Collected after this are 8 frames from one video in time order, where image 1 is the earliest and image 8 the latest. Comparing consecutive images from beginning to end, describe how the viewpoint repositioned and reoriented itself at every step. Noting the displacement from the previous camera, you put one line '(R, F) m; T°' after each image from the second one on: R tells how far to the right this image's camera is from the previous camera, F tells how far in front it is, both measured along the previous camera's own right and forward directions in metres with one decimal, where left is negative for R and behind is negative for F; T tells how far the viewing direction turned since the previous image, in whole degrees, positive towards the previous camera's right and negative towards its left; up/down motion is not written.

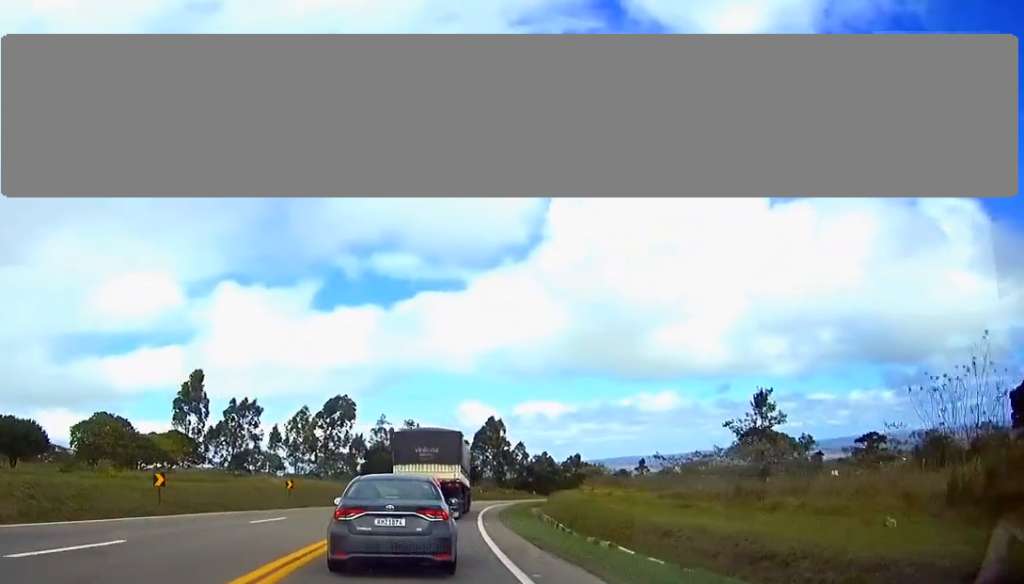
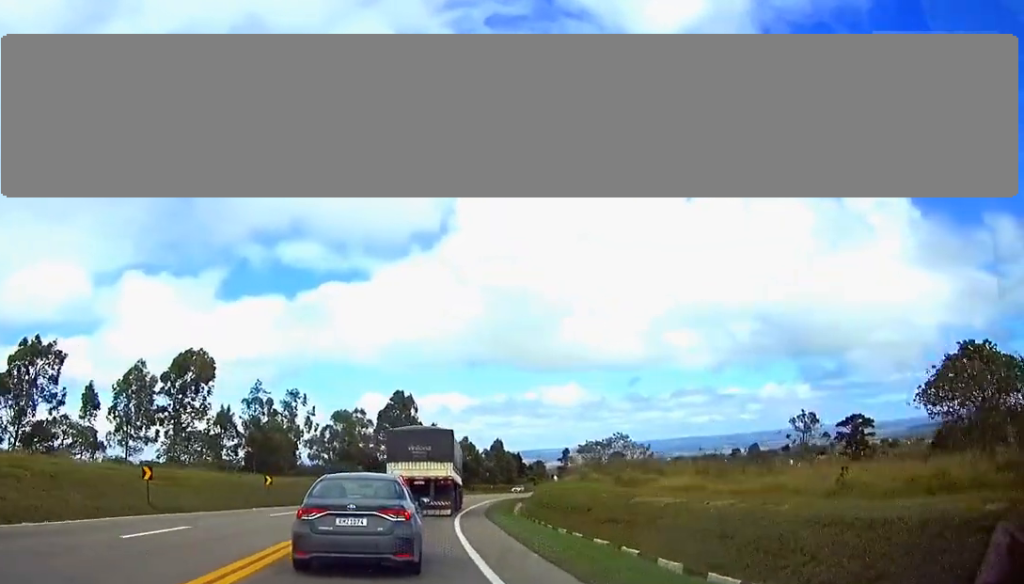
(+2.8, +39.3) m; +8°
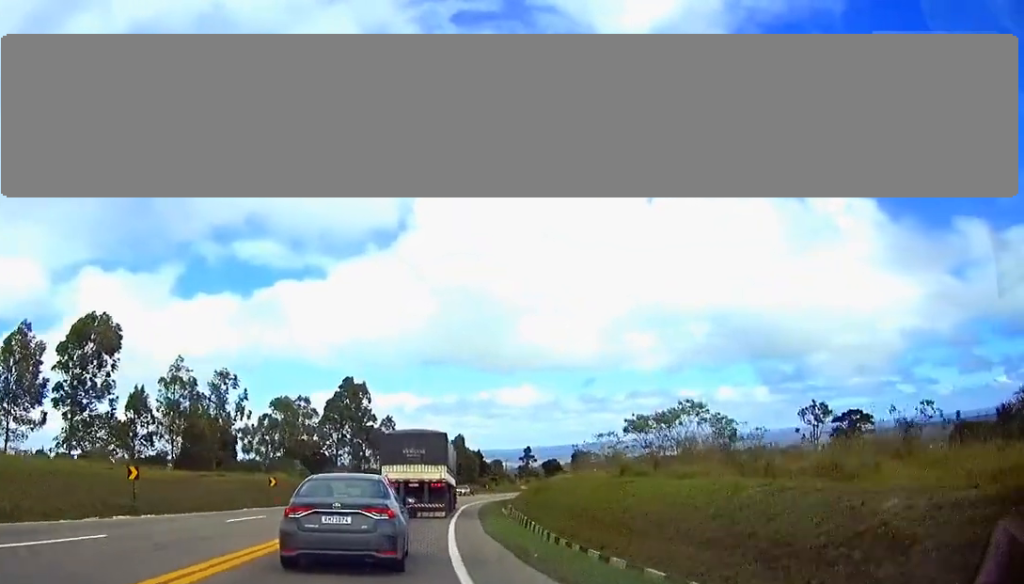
(+0.5, +19.0) m; +3°
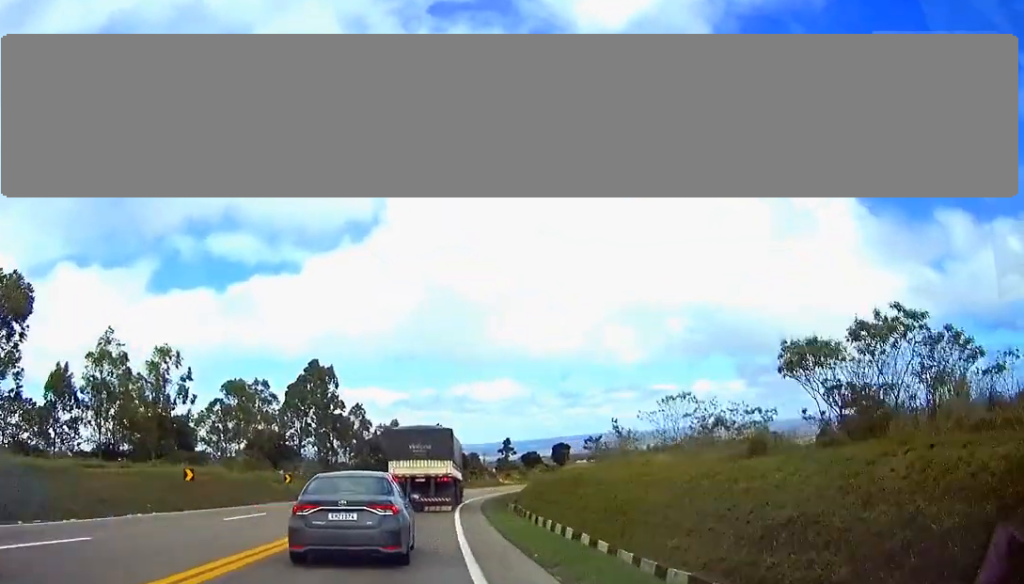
(+0.4, +15.6) m; +2°
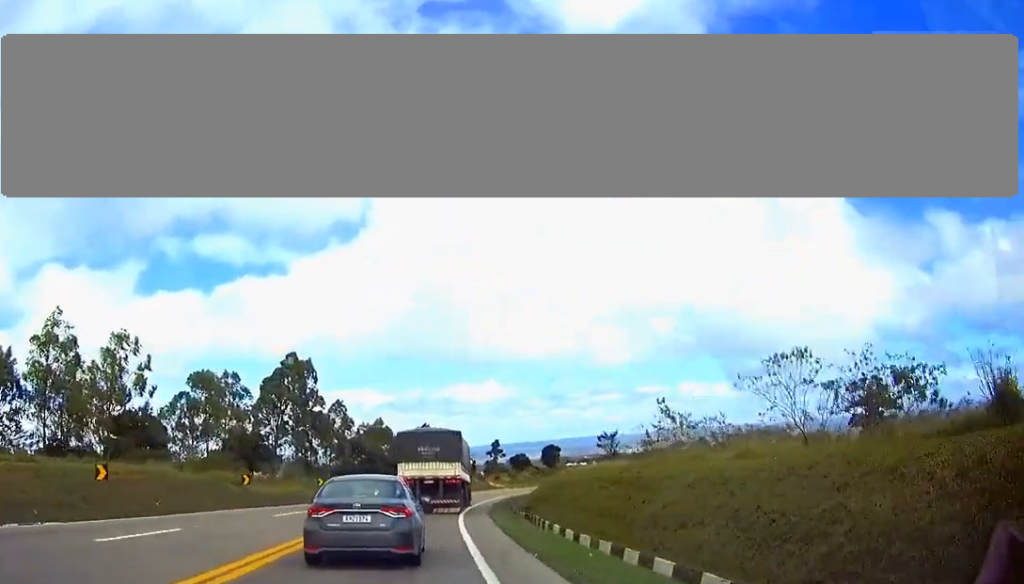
(+0.1, +10.0) m; +1°
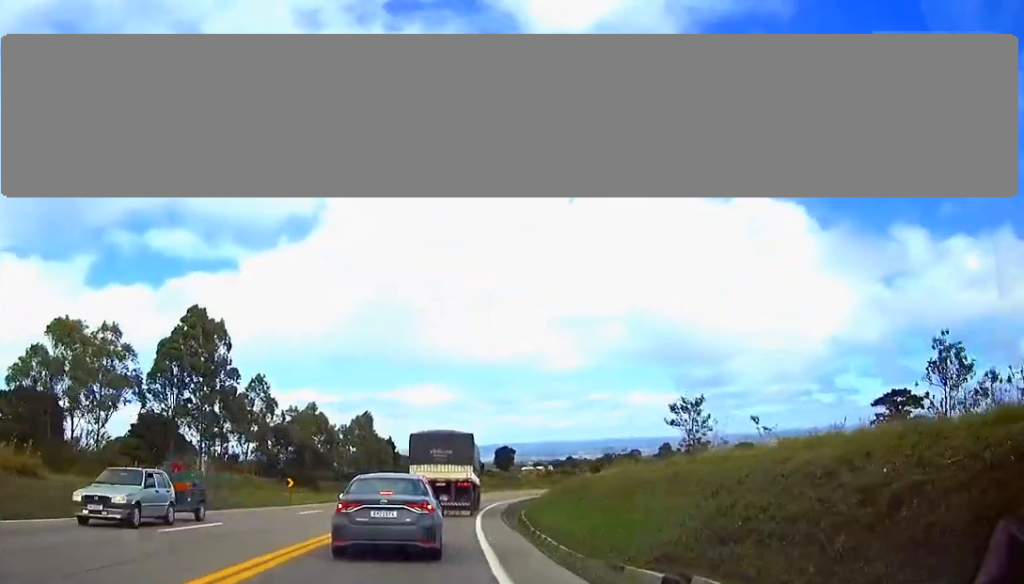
(+0.9, +27.4) m; +4°
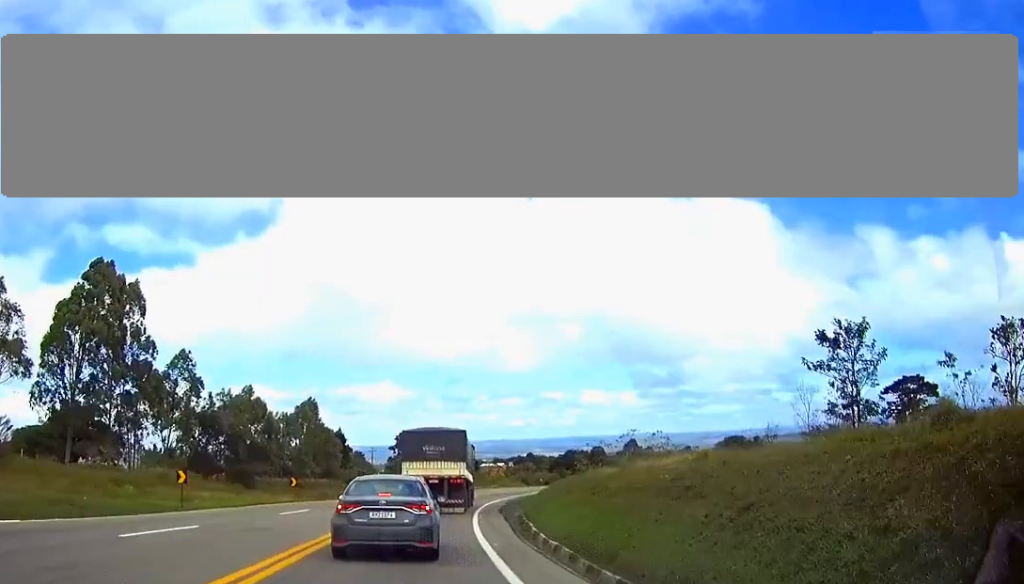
(+0.4, +16.8) m; +3°
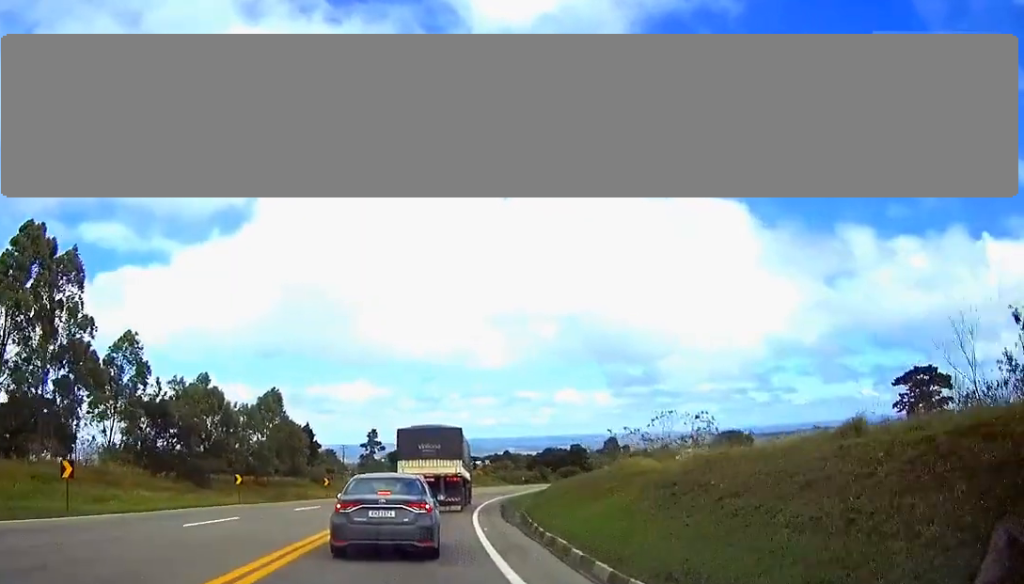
(+0.1, +10.3) m; +2°
